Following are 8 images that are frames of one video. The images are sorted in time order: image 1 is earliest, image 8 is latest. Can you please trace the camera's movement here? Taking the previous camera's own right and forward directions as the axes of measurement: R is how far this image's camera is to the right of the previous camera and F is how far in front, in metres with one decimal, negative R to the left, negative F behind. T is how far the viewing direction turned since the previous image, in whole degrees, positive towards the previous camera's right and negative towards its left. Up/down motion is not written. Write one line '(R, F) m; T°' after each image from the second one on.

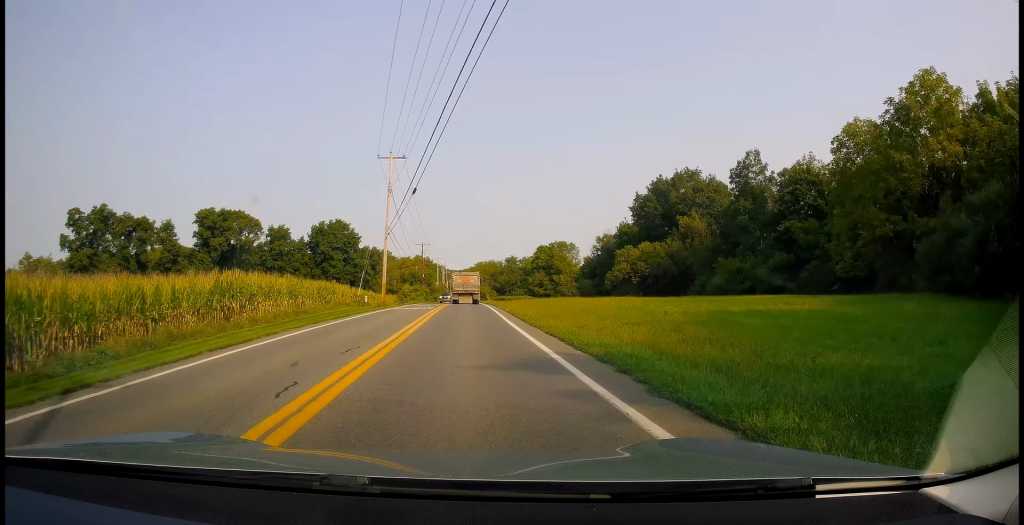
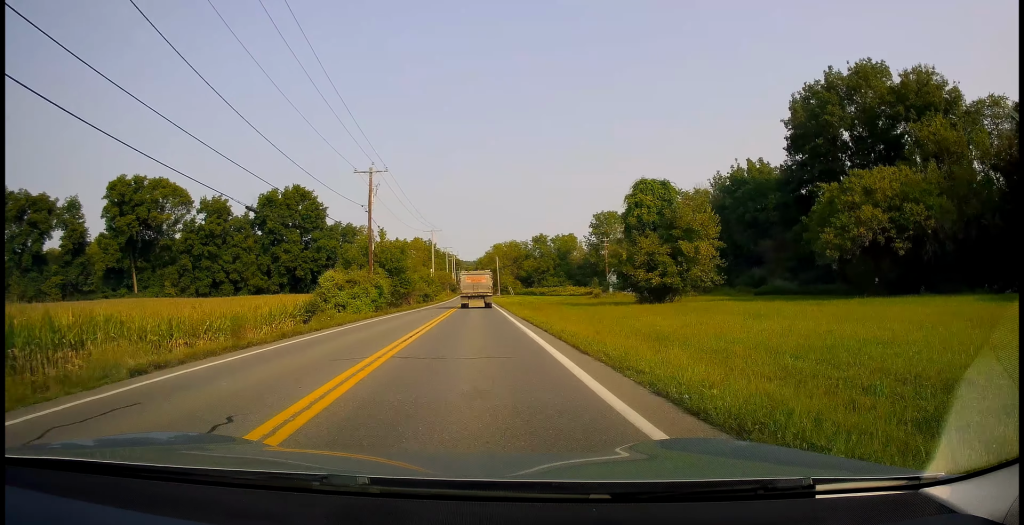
(-0.8, +58.7) m; -1°
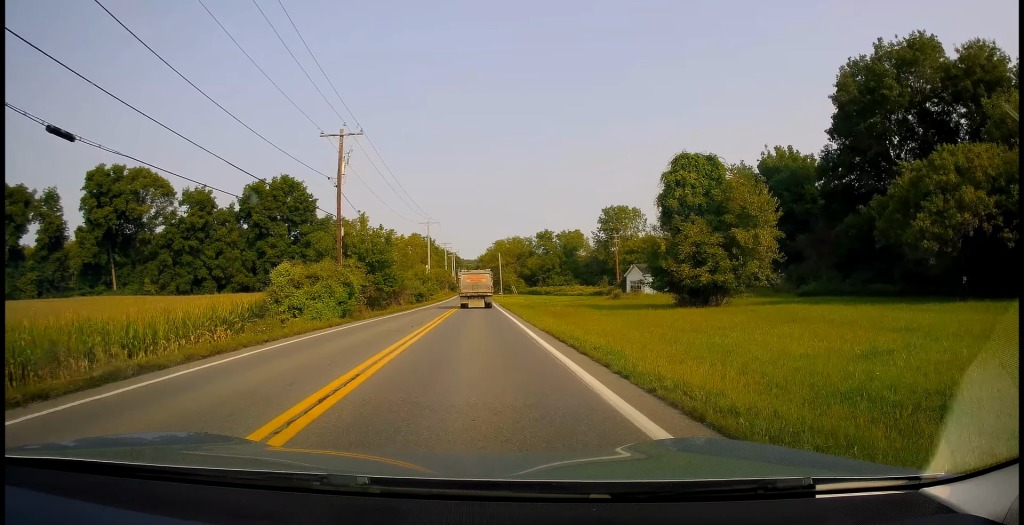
(0.0, +9.8) m; 0°
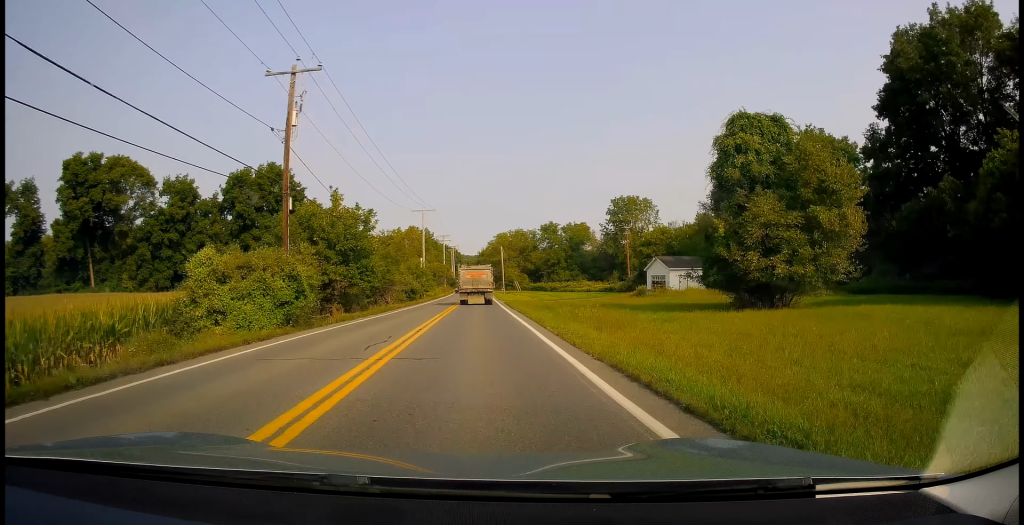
(+0.2, +9.1) m; 0°
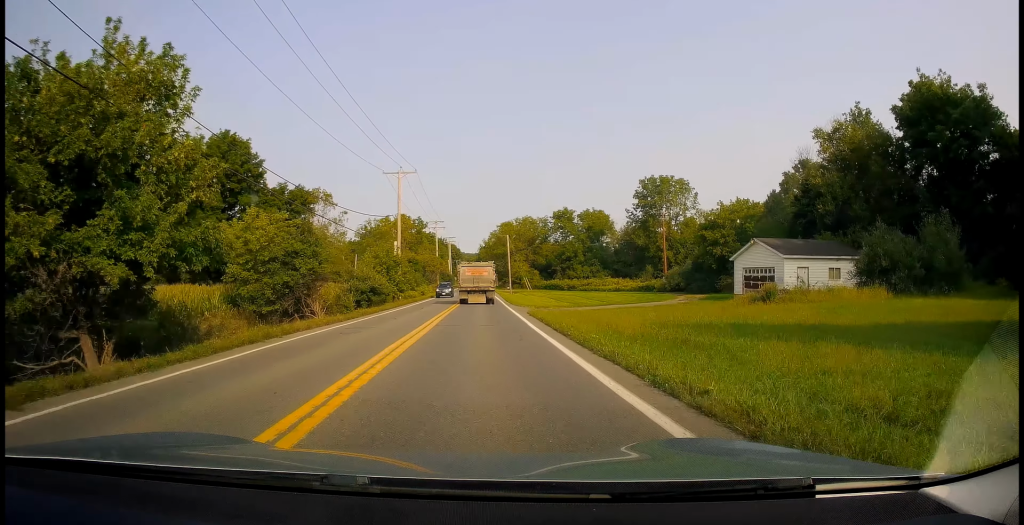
(-0.3, +23.7) m; -2°
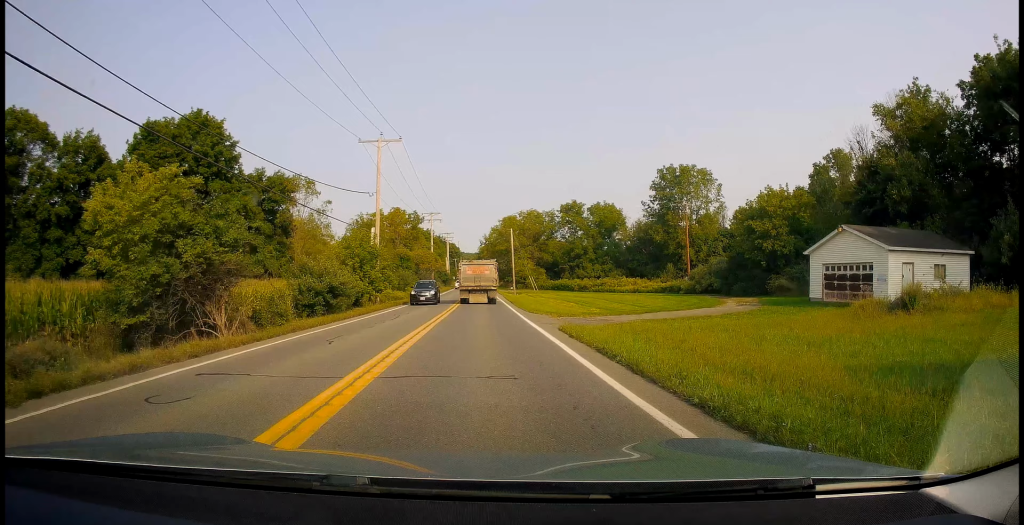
(-0.2, +10.7) m; +1°
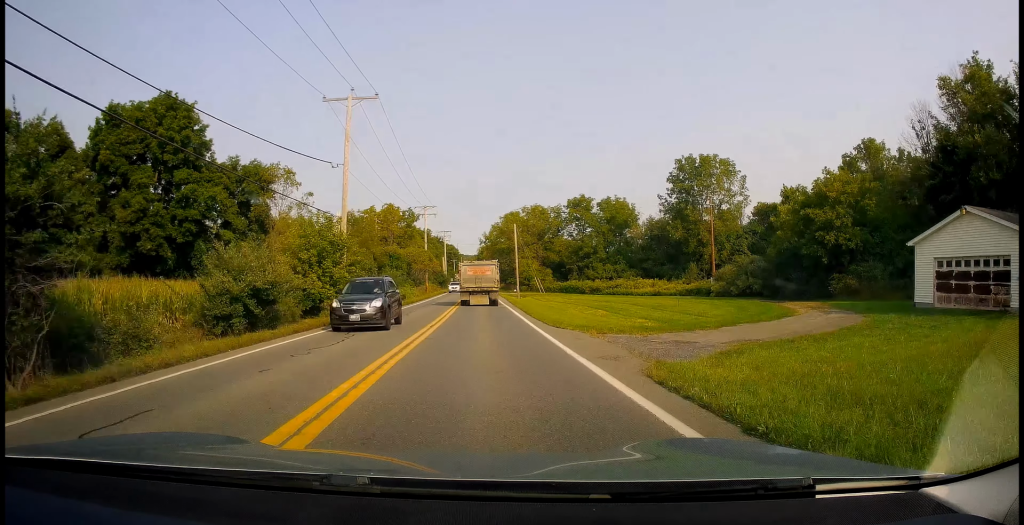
(-0.1, +9.9) m; +1°
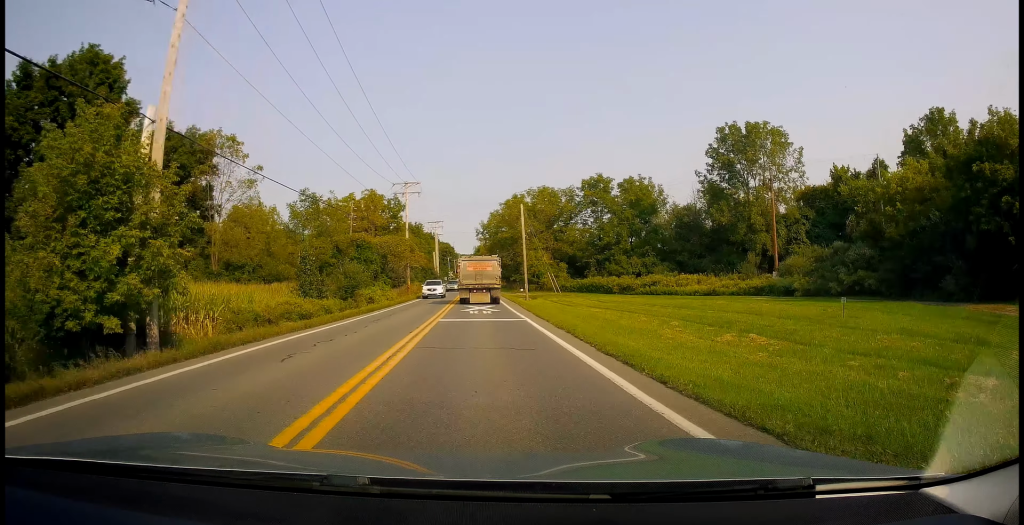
(+0.5, +18.1) m; +1°
